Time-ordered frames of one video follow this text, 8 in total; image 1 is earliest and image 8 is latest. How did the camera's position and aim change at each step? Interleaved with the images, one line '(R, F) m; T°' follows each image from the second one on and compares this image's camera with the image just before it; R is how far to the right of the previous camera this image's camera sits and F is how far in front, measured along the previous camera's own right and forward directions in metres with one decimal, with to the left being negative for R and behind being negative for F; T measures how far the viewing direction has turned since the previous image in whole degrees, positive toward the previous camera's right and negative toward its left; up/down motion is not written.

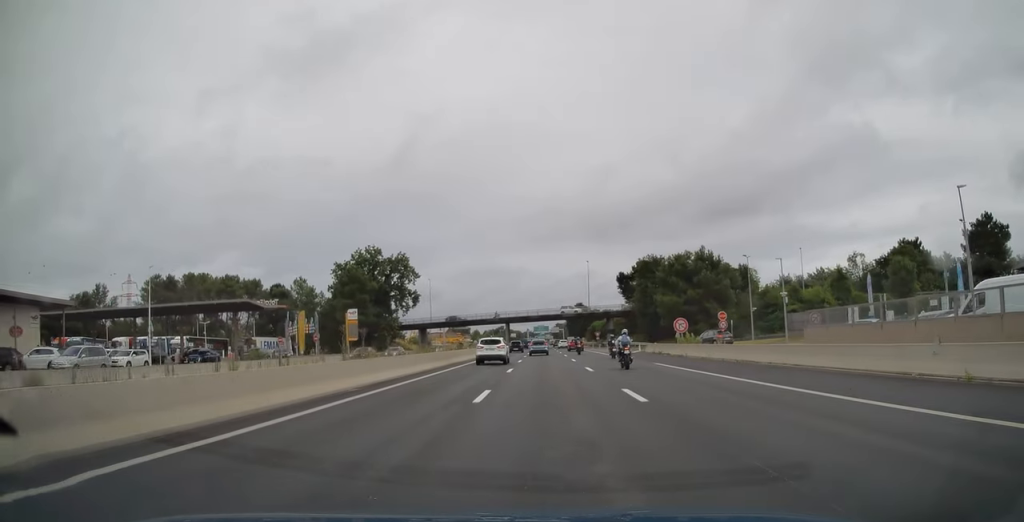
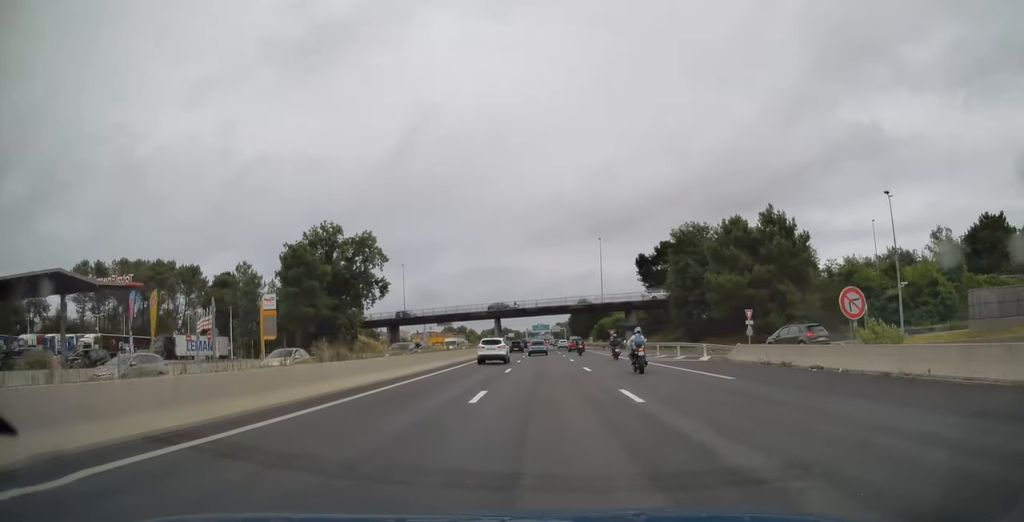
(+0.1, +26.0) m; +1°
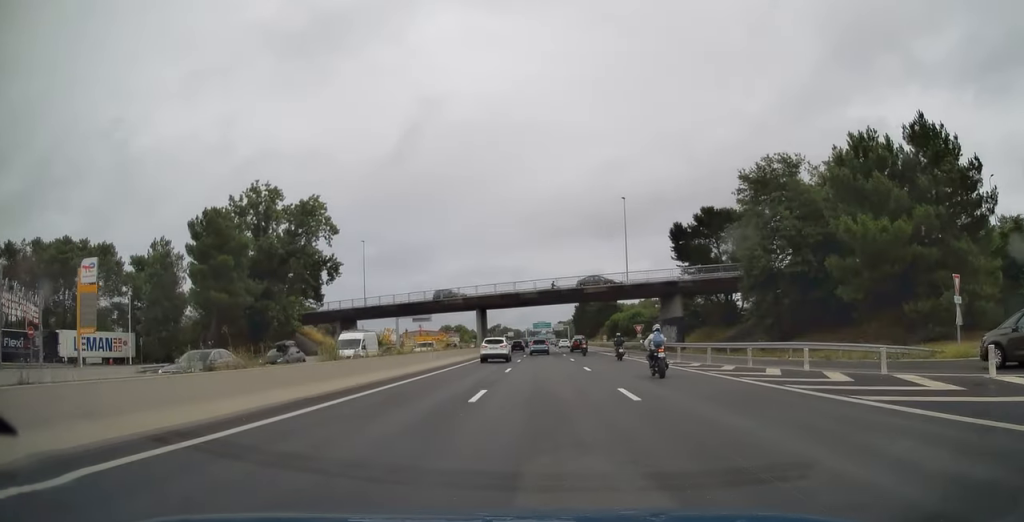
(+0.2, +25.9) m; 0°
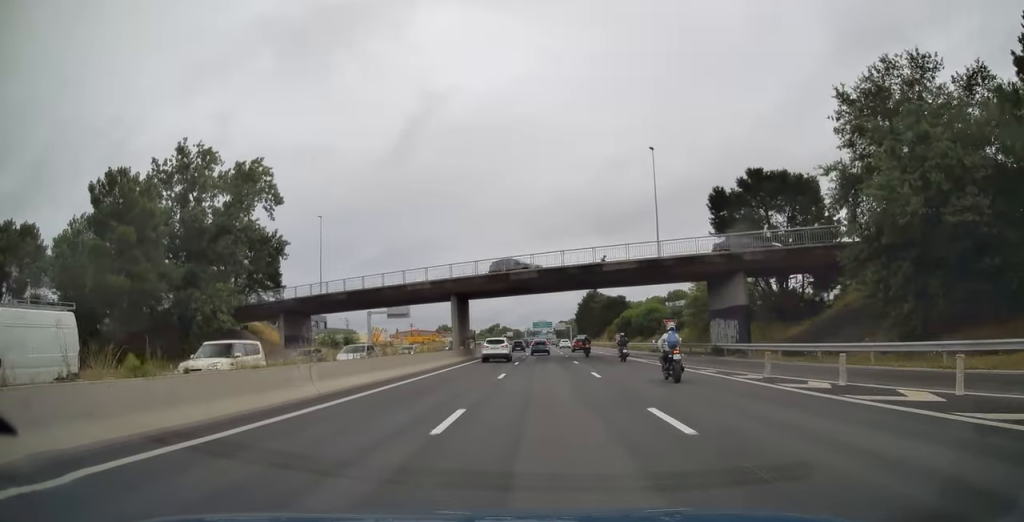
(+0.1, +17.4) m; 0°
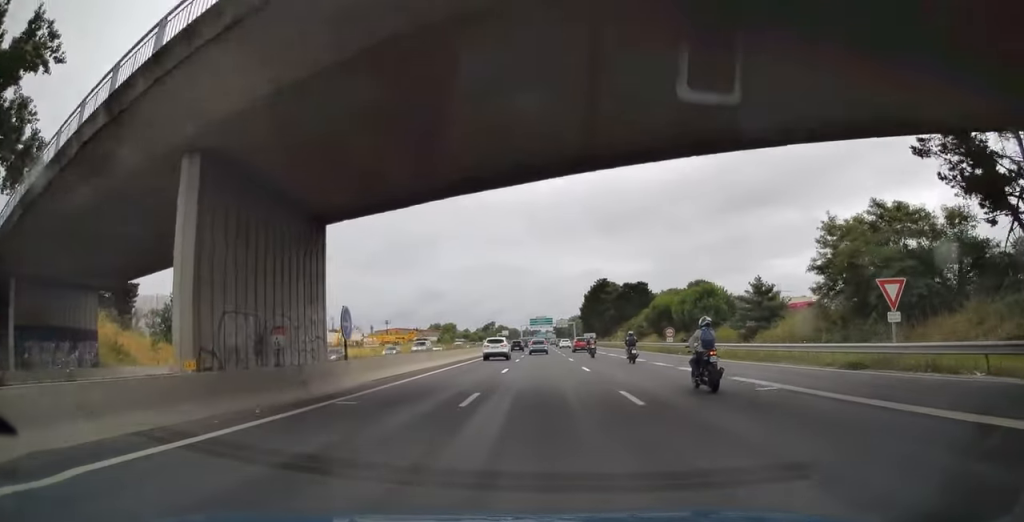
(-0.5, +35.6) m; -1°
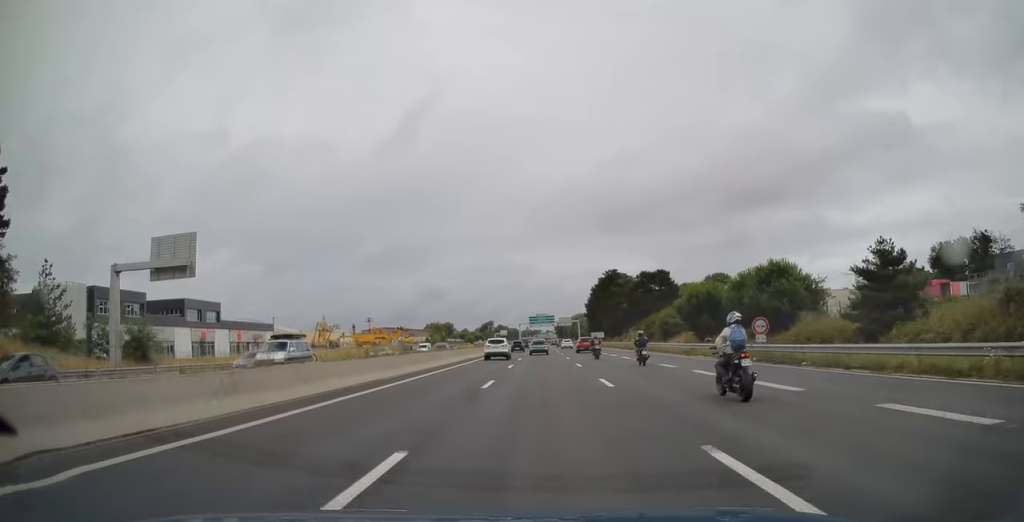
(+0.1, +21.3) m; 0°
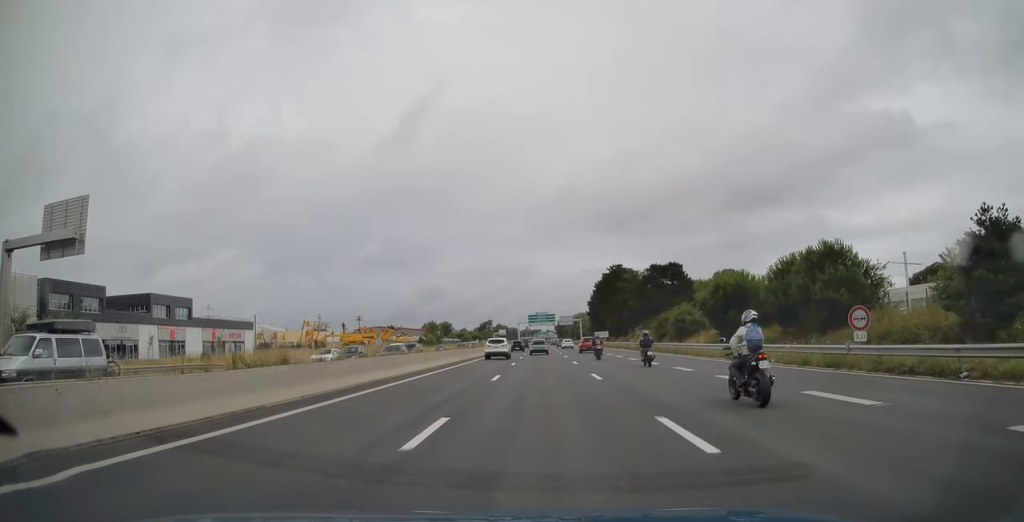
(+0.1, +9.8) m; 0°
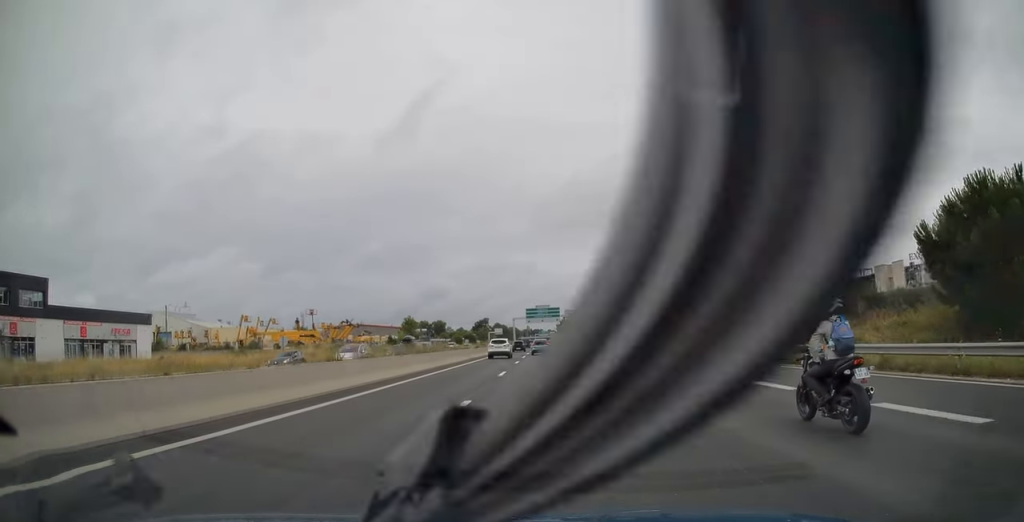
(-0.1, +36.0) m; 0°
